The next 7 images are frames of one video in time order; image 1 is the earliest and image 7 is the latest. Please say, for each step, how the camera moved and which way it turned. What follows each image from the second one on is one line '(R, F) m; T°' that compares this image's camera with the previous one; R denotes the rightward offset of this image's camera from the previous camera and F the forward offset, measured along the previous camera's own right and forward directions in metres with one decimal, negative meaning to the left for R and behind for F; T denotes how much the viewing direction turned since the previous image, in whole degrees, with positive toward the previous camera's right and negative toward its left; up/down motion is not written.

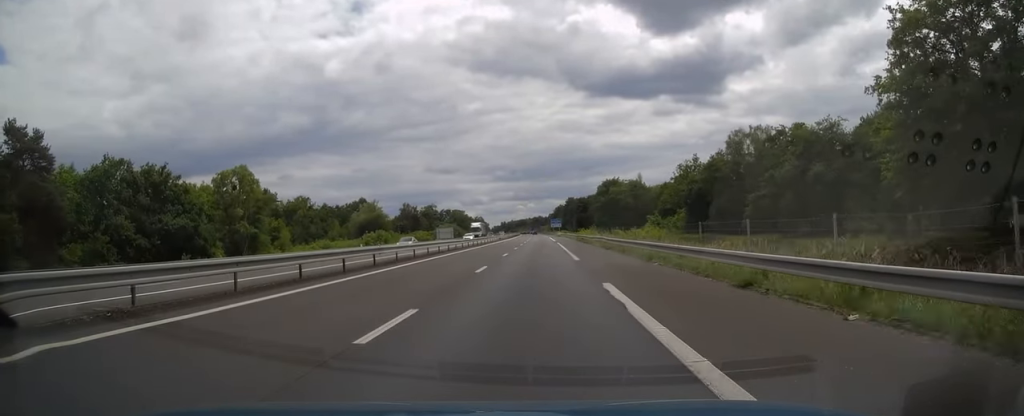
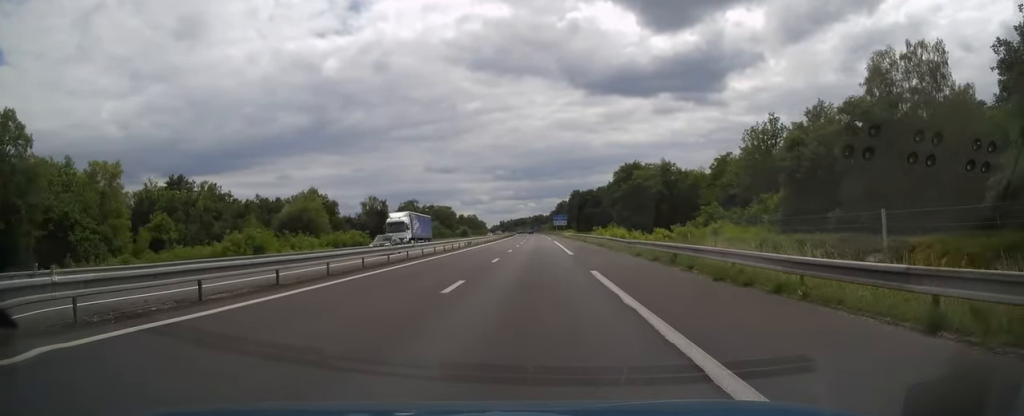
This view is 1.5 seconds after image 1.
(-0.1, +45.6) m; 0°
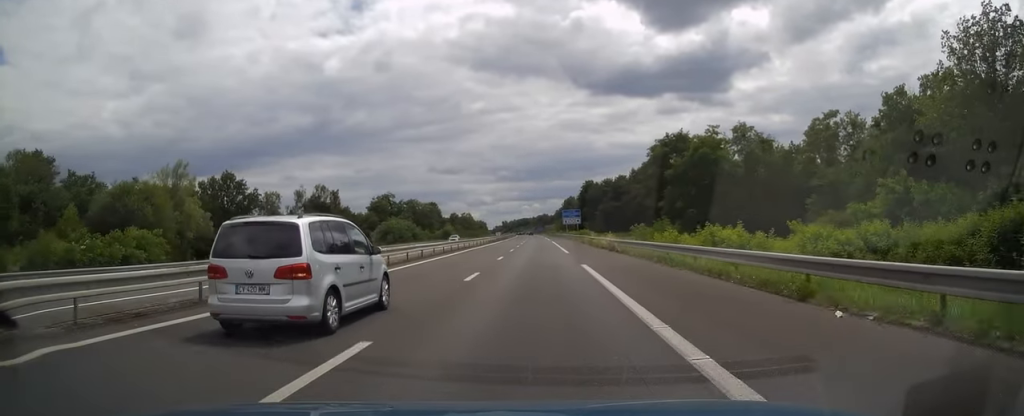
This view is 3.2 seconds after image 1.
(0.0, +48.2) m; 0°
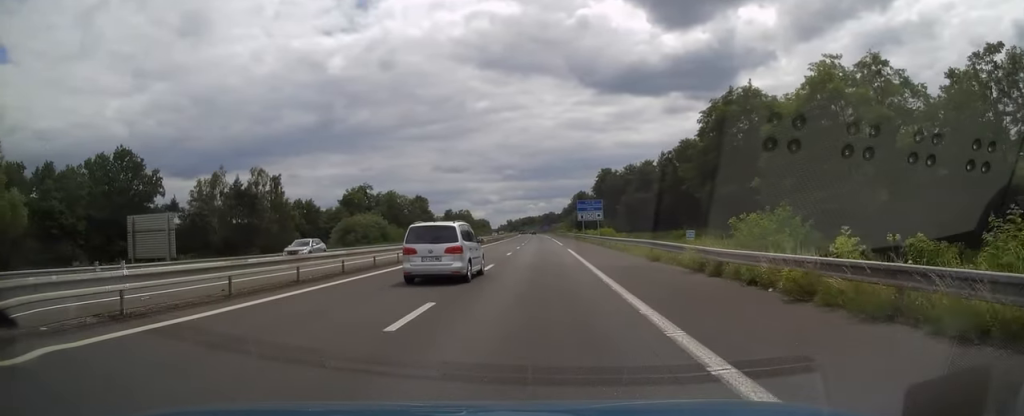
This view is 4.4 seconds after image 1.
(-0.1, +34.8) m; 0°
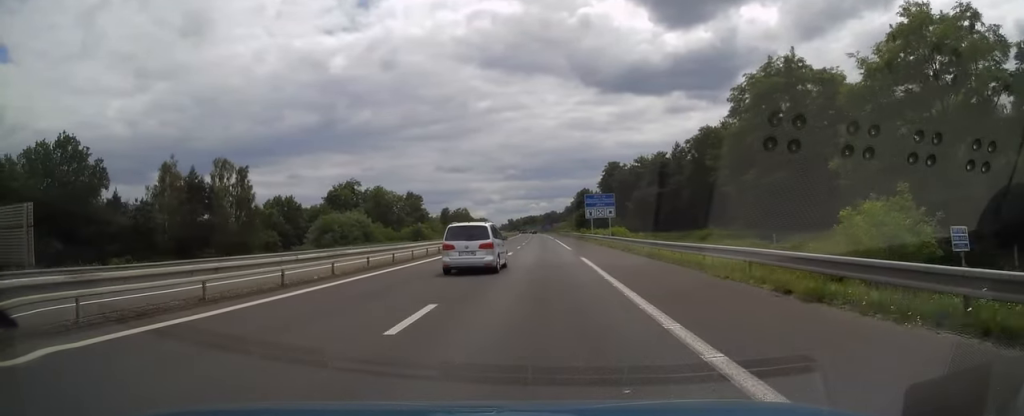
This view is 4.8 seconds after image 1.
(0.0, +13.2) m; 0°
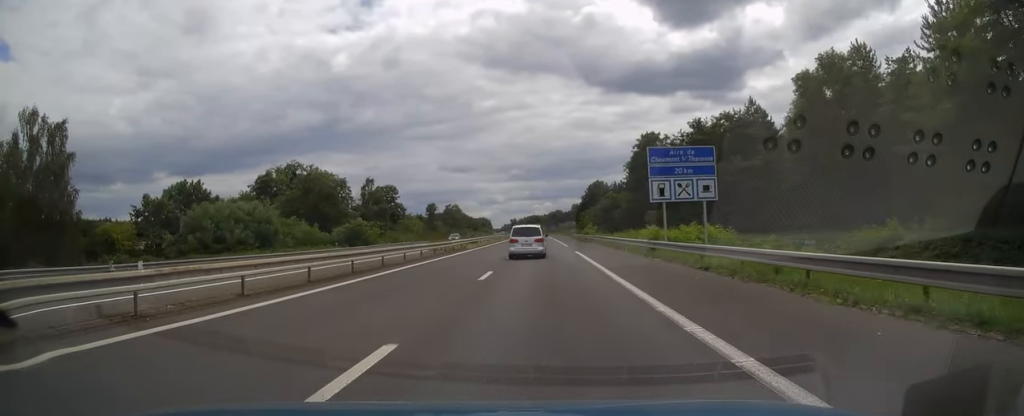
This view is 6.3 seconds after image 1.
(-0.3, +42.7) m; -1°
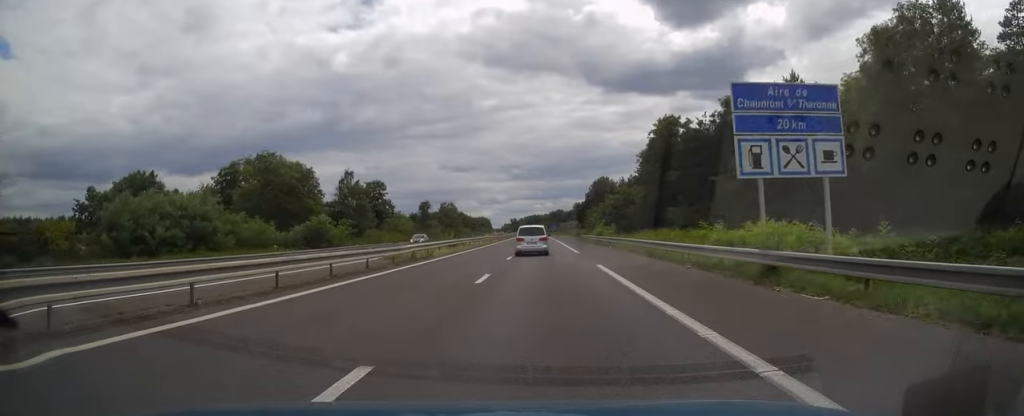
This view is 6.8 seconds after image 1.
(0.0, +14.2) m; 0°
